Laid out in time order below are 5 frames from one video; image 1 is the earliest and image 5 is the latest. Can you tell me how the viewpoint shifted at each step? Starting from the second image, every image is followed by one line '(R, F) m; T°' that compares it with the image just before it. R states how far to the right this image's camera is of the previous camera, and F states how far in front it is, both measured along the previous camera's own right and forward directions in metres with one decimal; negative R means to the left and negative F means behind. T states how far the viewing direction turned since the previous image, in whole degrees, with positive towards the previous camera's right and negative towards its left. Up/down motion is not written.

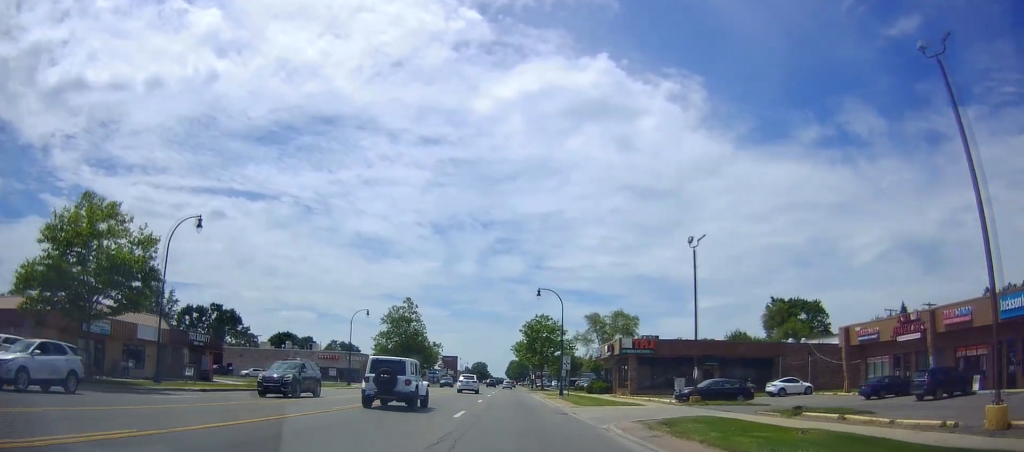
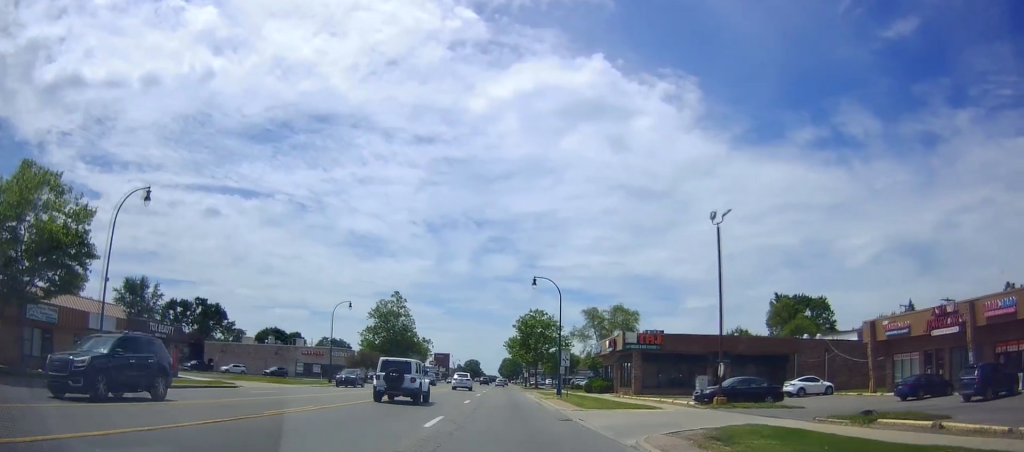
(0.0, +5.2) m; 0°
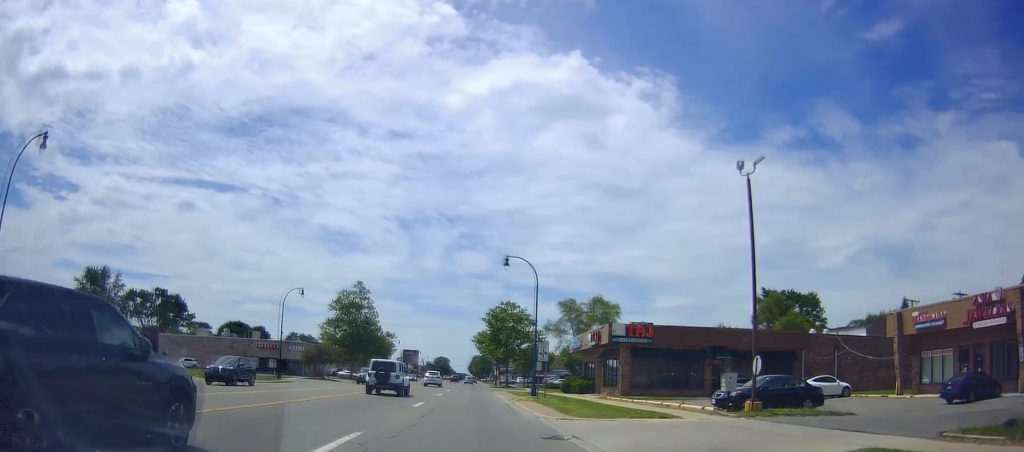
(0.0, +7.1) m; +6°
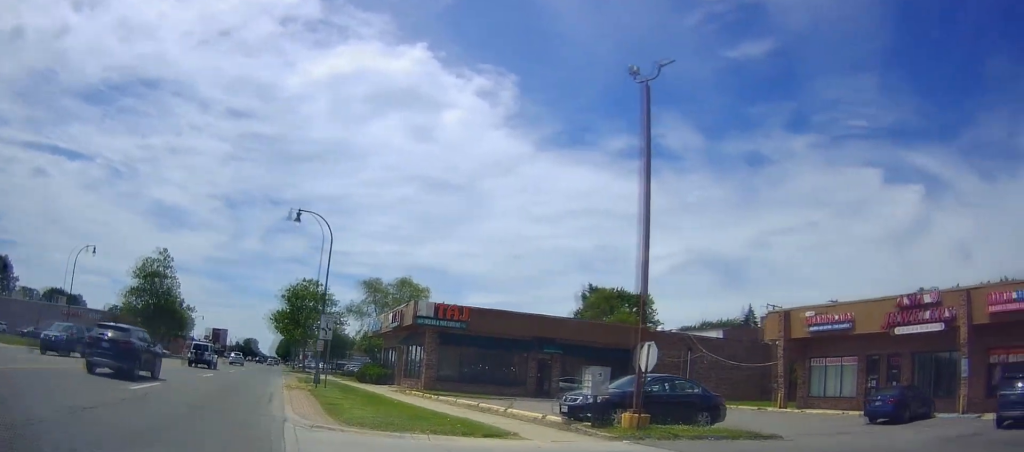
(+1.1, +8.7) m; +12°
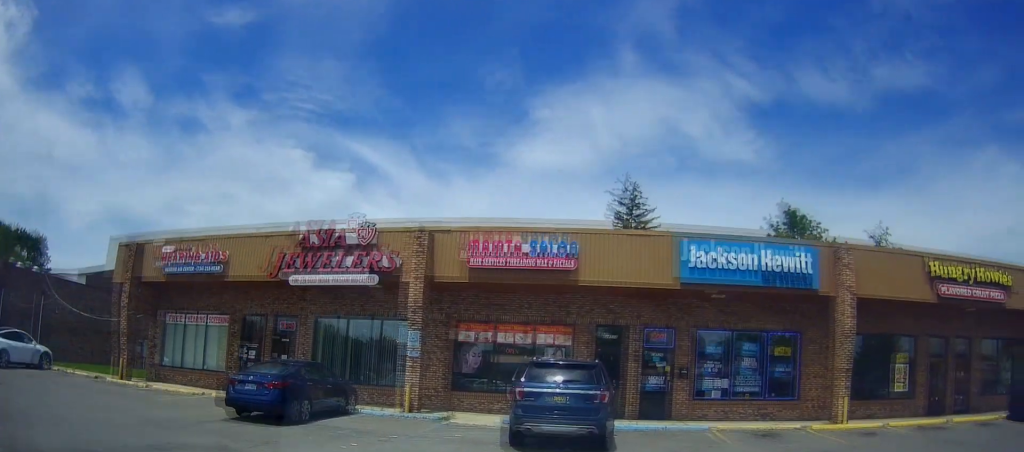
(+4.9, +8.9) m; +67°
